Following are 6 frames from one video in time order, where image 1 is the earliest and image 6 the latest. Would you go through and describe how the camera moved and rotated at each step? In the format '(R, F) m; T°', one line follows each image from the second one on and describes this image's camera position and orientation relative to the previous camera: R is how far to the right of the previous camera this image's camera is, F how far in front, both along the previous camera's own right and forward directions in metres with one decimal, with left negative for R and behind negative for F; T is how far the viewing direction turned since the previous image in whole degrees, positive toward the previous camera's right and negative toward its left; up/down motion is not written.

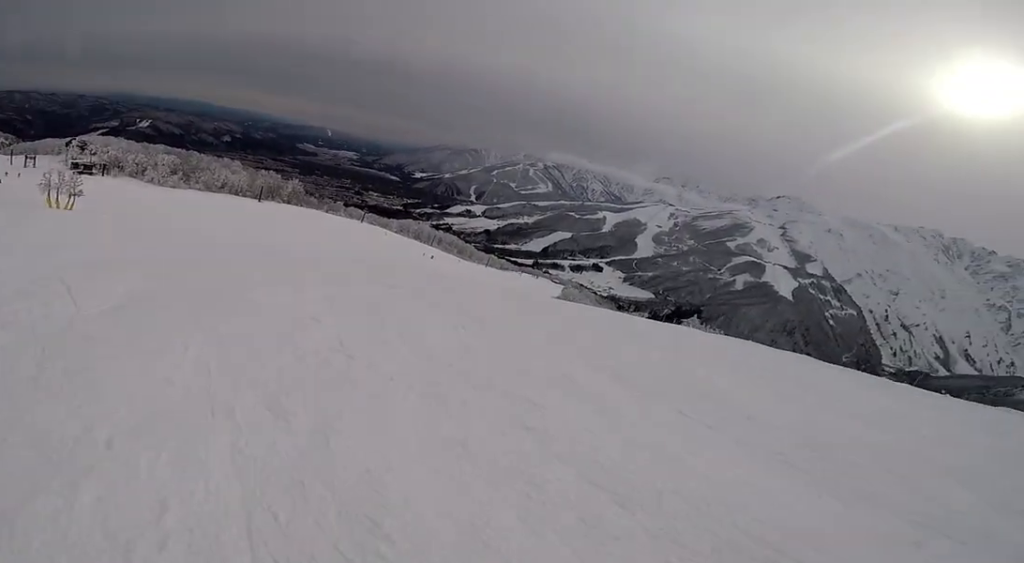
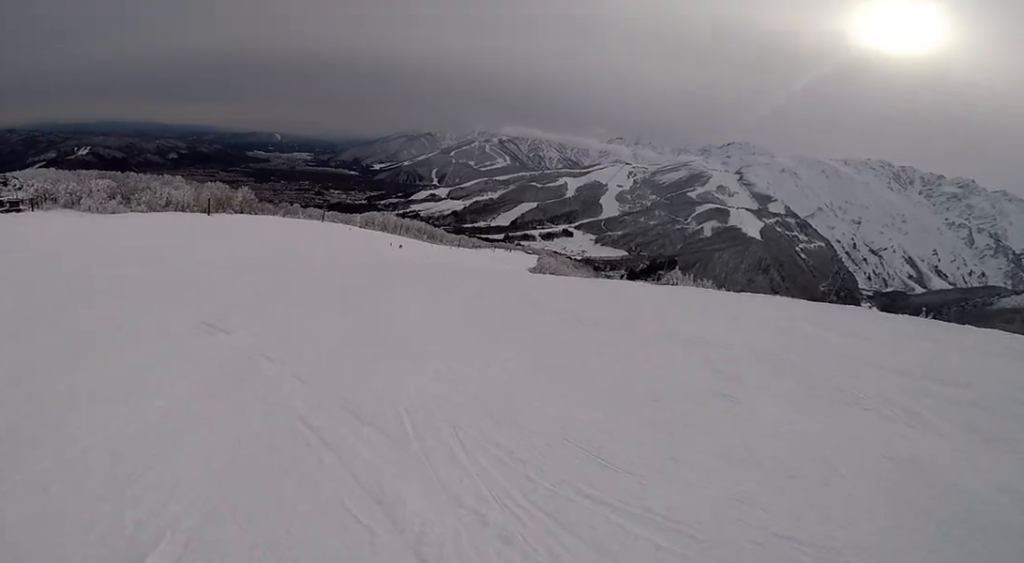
(+1.9, +6.3) m; +7°
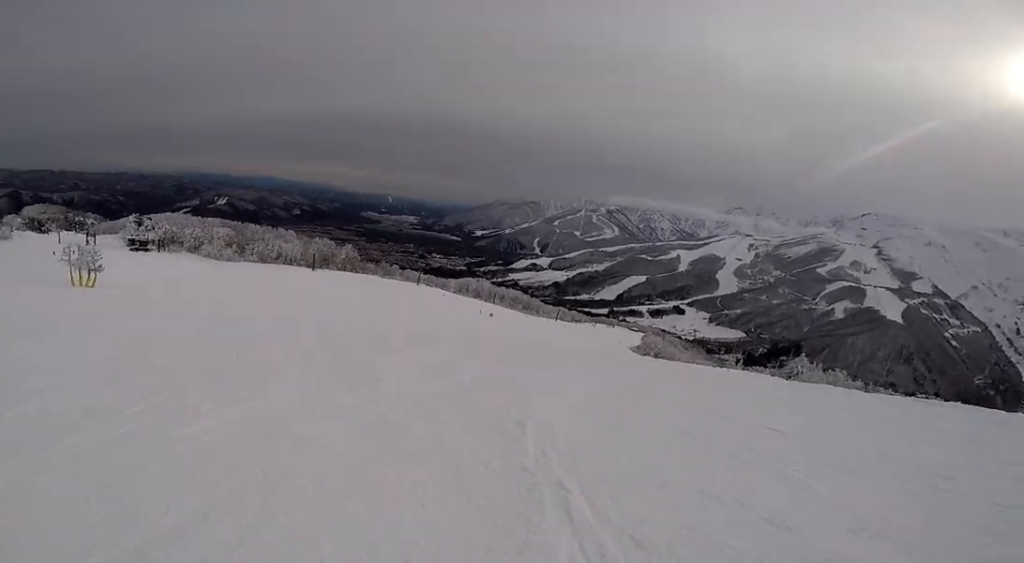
(-1.4, +4.9) m; -22°
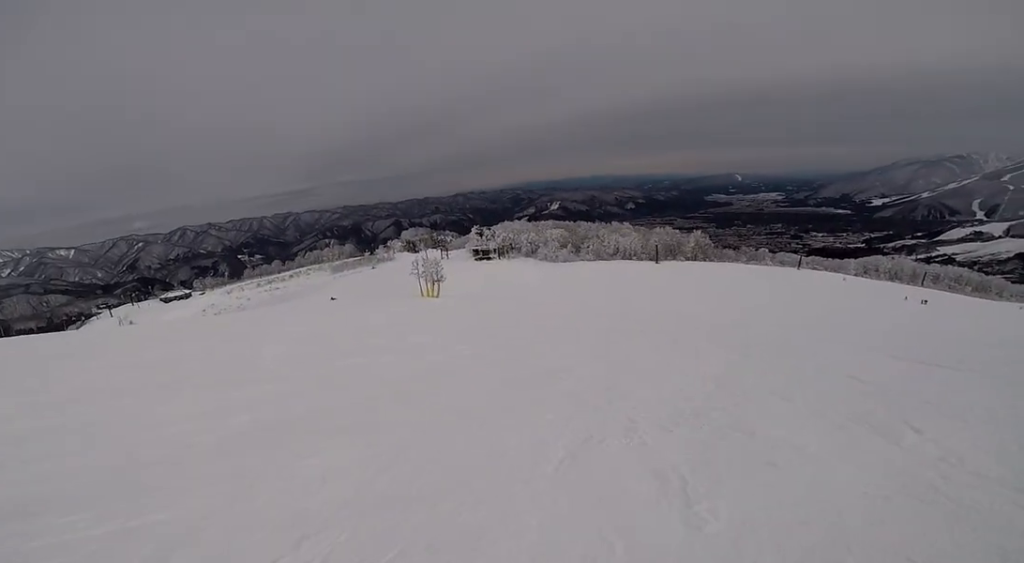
(-4.7, +7.8) m; -64°
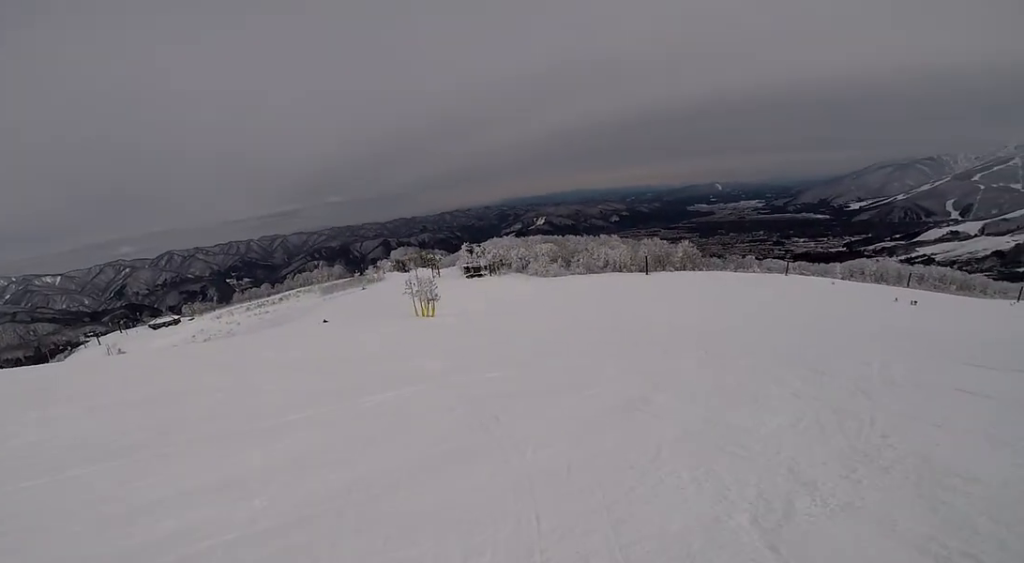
(-1.0, +1.9) m; -1°
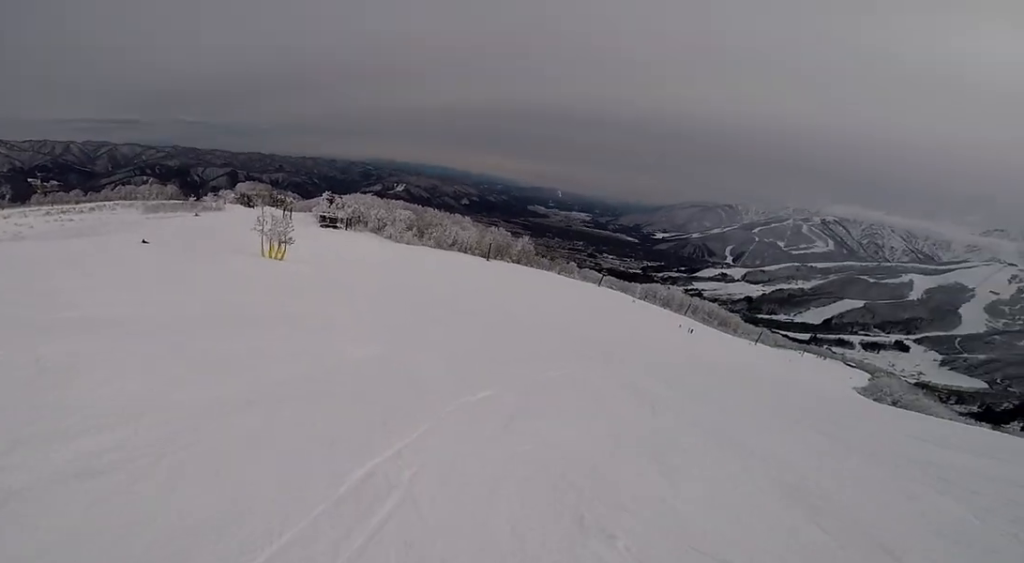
(+2.3, +4.7) m; +50°
